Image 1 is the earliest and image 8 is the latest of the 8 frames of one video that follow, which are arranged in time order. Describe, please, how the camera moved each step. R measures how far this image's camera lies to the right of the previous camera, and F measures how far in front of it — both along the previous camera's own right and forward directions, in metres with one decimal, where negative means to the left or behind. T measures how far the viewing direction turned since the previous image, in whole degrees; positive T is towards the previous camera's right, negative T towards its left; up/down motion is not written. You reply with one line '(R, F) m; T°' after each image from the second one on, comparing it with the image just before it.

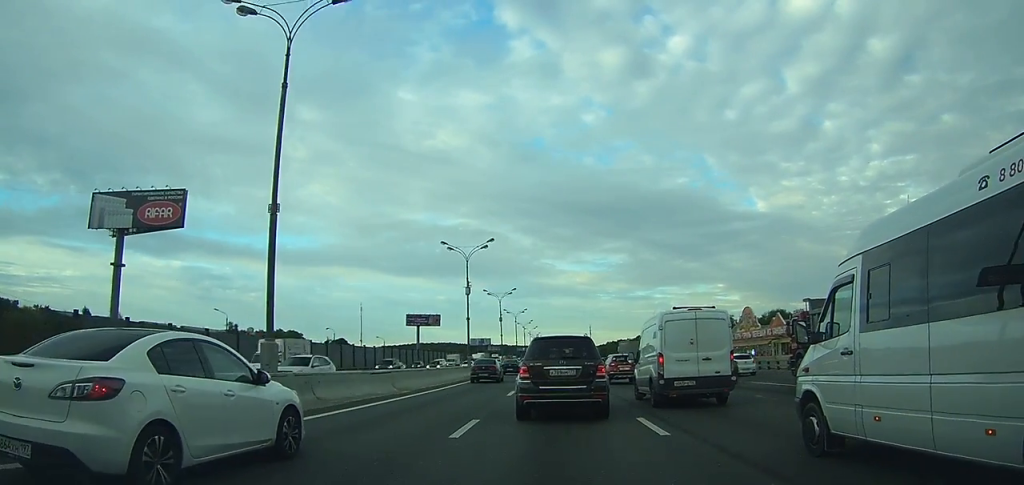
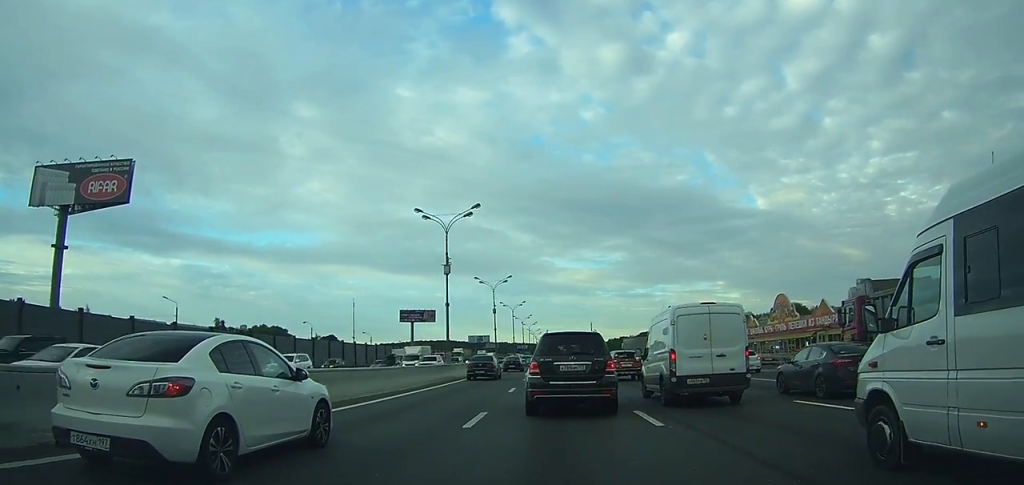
(+0.2, +10.6) m; +1°
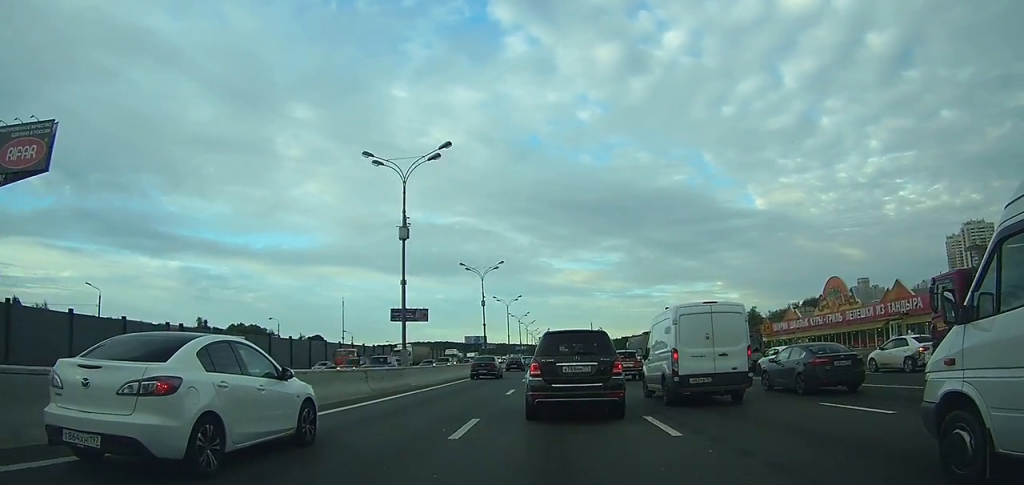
(+0.1, +13.3) m; 0°
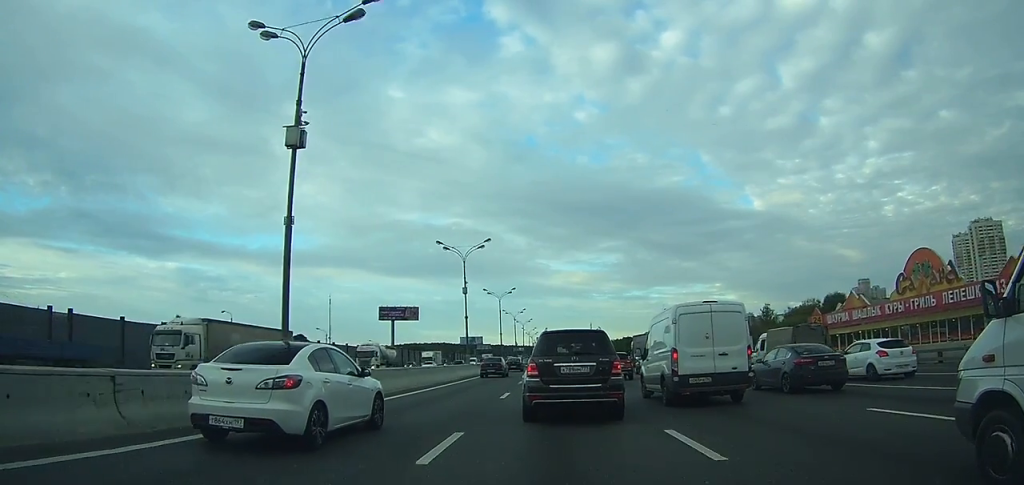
(0.0, +14.5) m; 0°
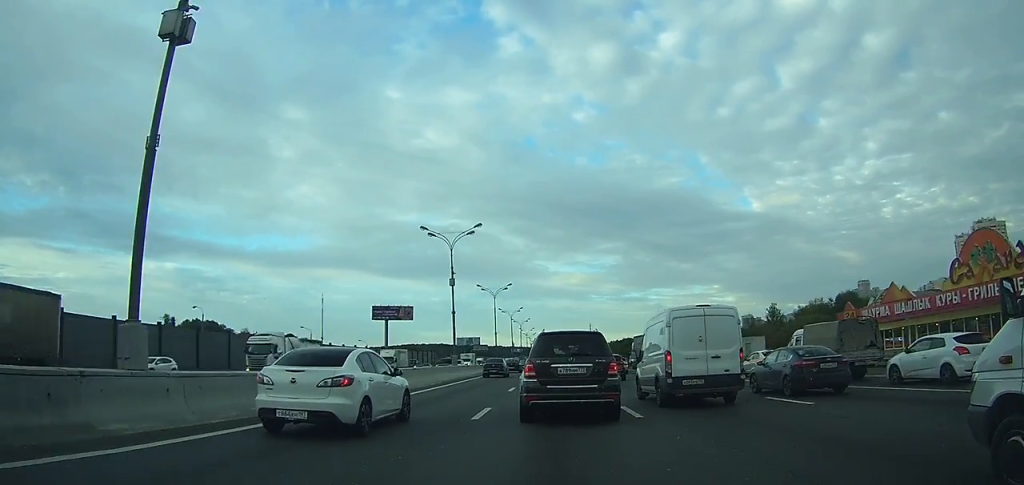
(0.0, +6.8) m; 0°
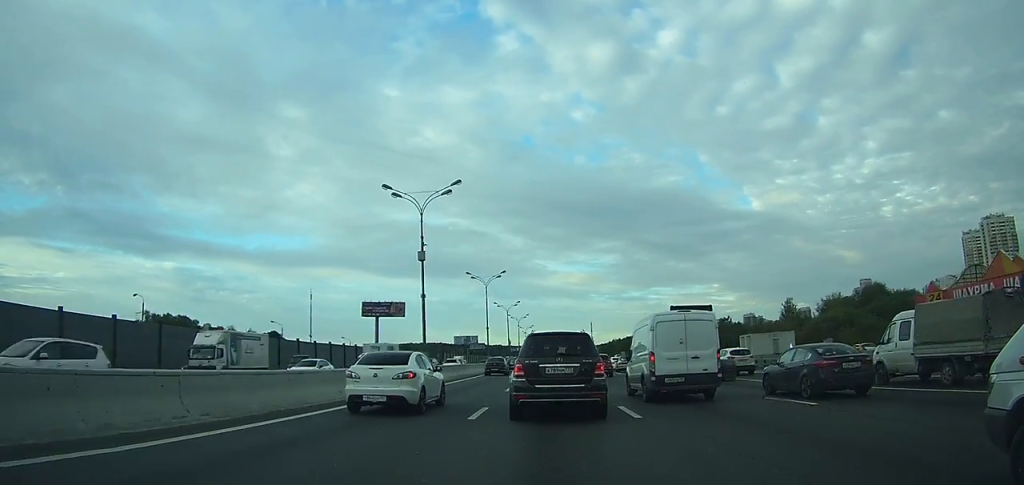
(-0.1, +11.9) m; 0°
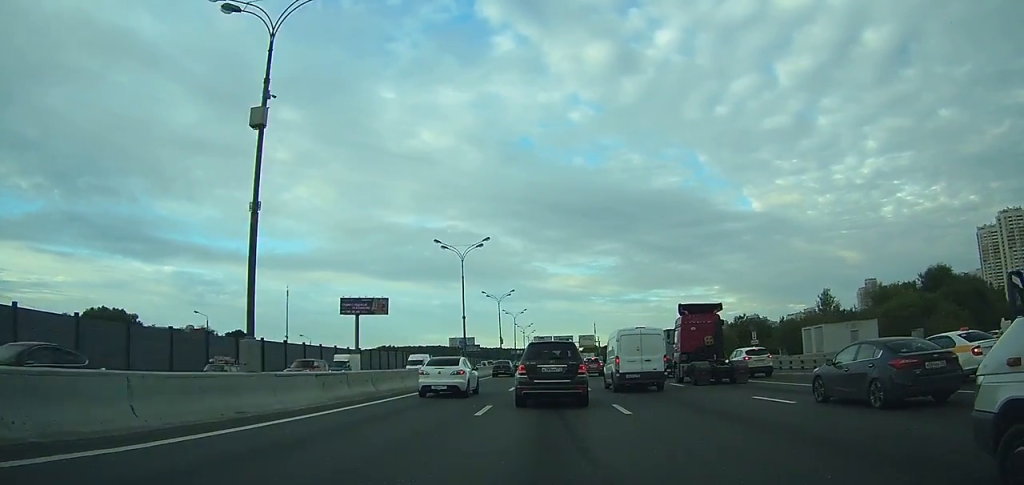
(+0.2, +23.7) m; 0°
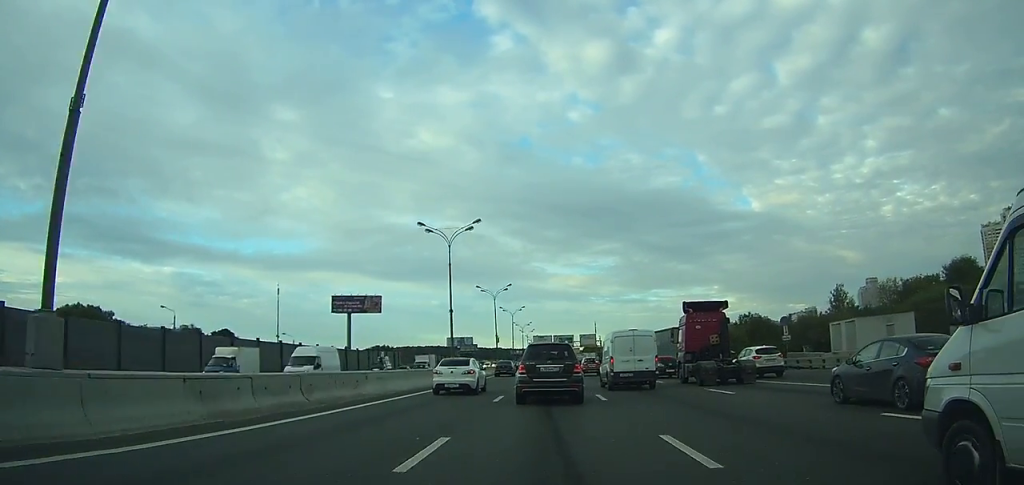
(0.0, +7.5) m; 0°
